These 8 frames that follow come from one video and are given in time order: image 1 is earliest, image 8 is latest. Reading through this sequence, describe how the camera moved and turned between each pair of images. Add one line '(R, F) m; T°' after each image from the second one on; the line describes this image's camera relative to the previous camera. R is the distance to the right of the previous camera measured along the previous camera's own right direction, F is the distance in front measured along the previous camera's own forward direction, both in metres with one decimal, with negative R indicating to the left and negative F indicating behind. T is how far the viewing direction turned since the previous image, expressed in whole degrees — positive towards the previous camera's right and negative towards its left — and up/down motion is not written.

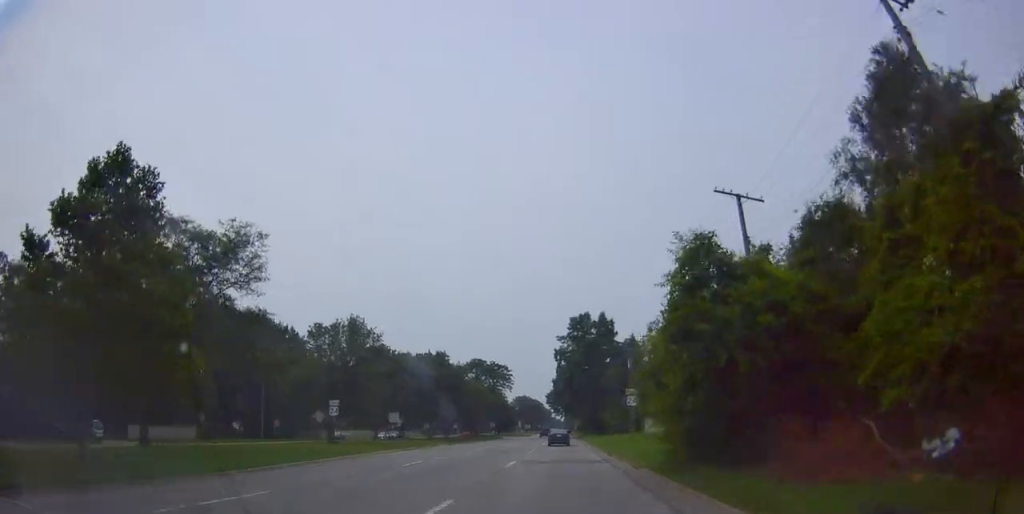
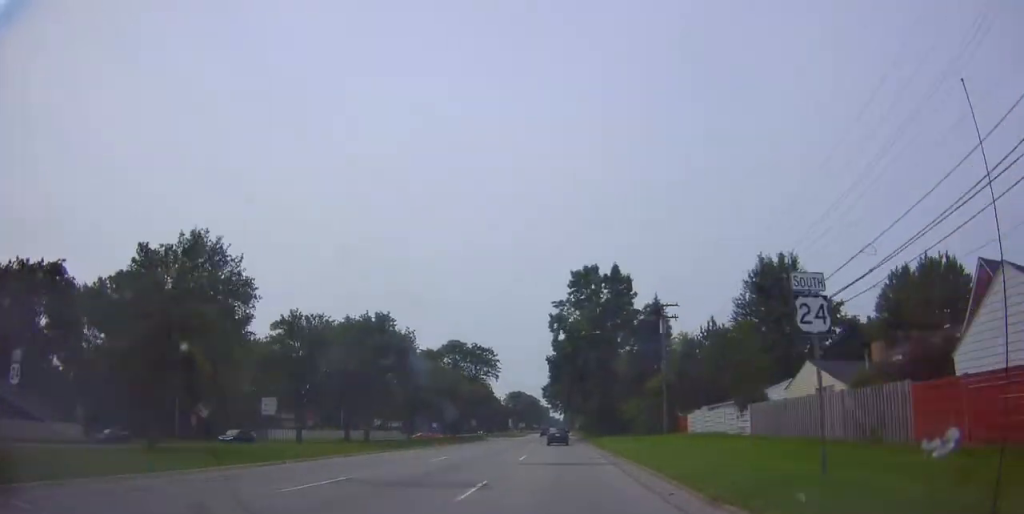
(+0.1, +24.1) m; -1°
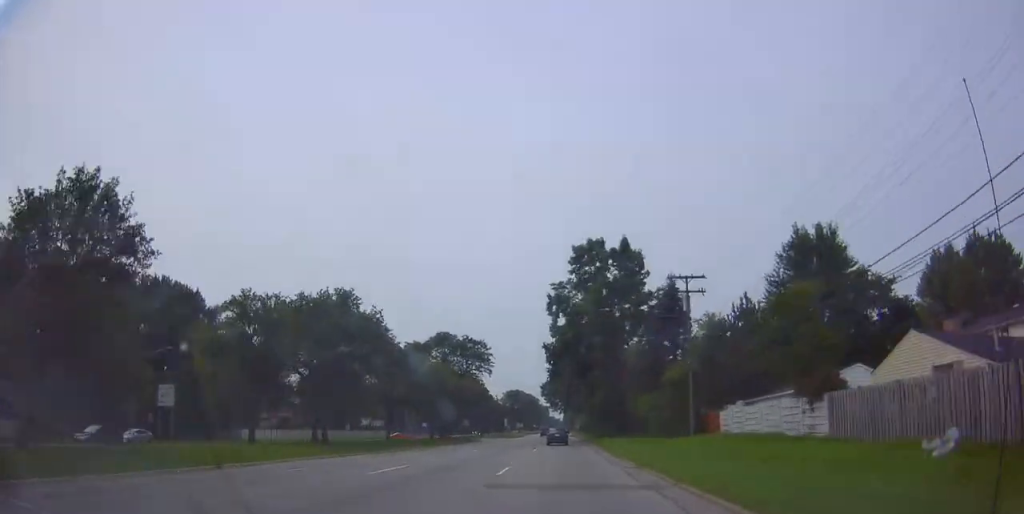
(-0.1, +9.3) m; 0°
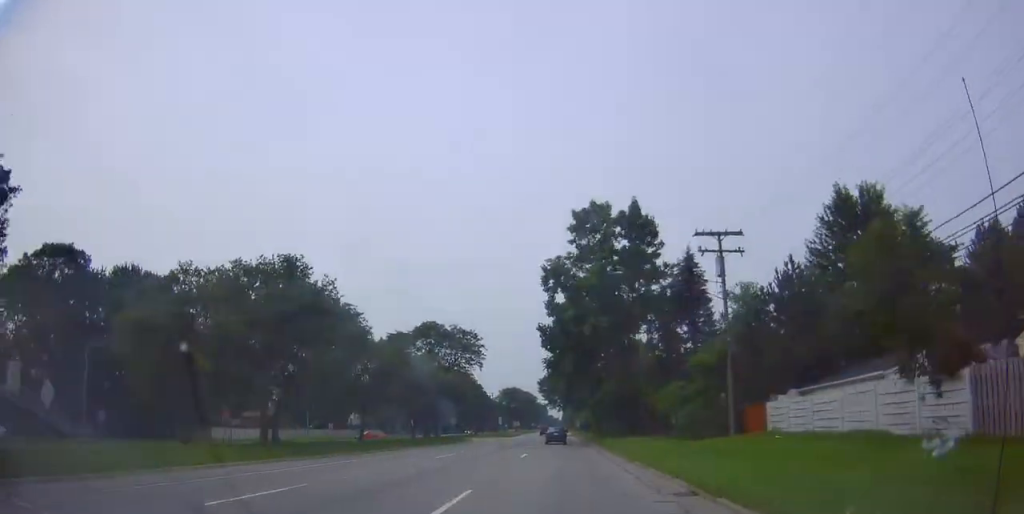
(-0.4, +8.7) m; 0°
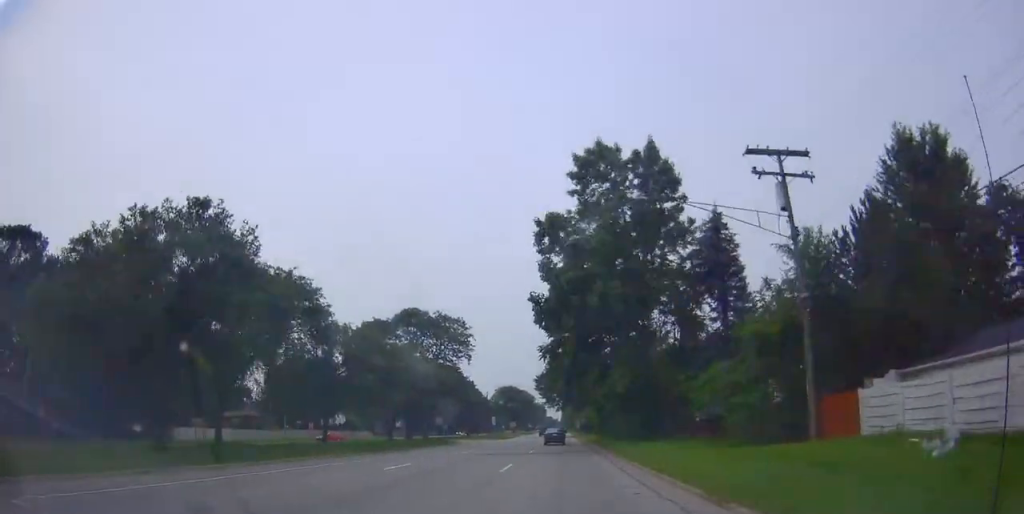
(0.0, +9.3) m; 0°
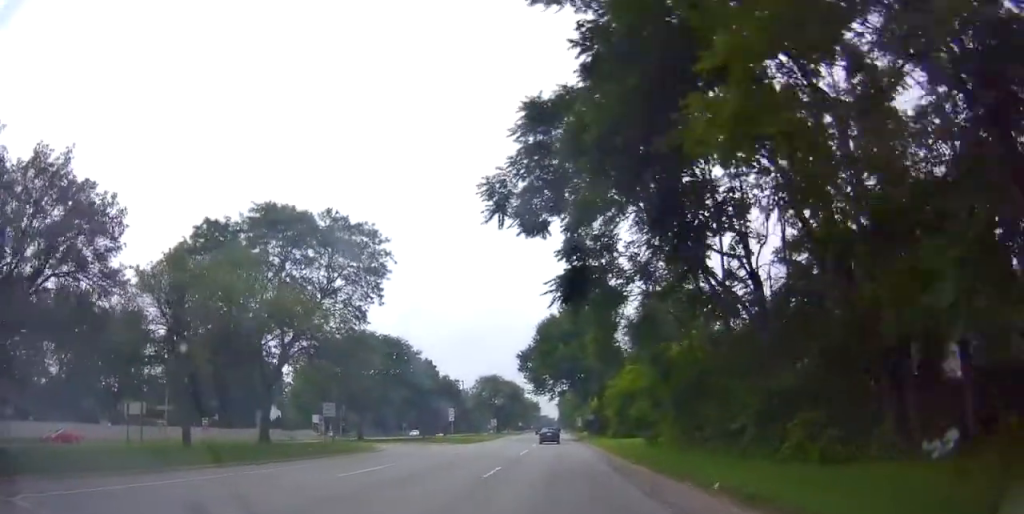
(-0.1, +34.5) m; 0°
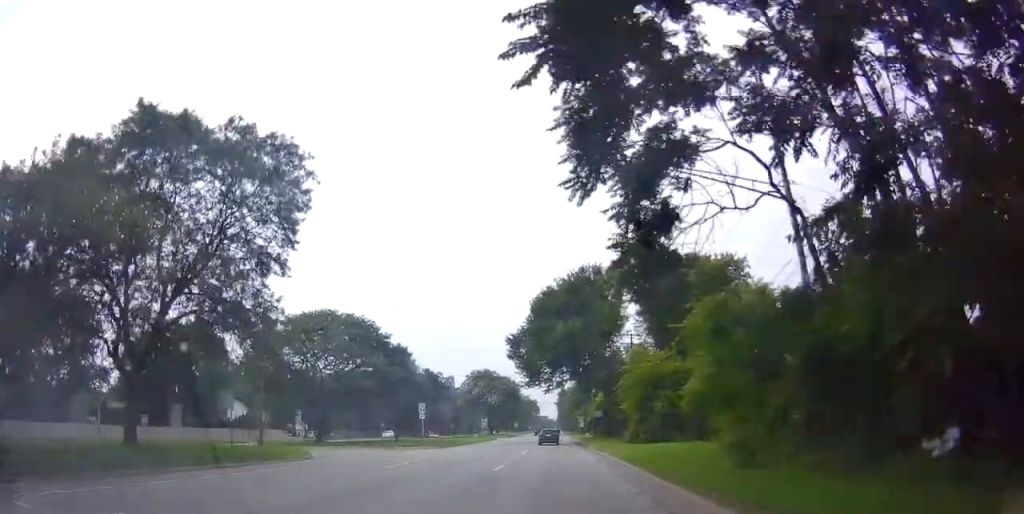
(+0.5, +13.5) m; +2°
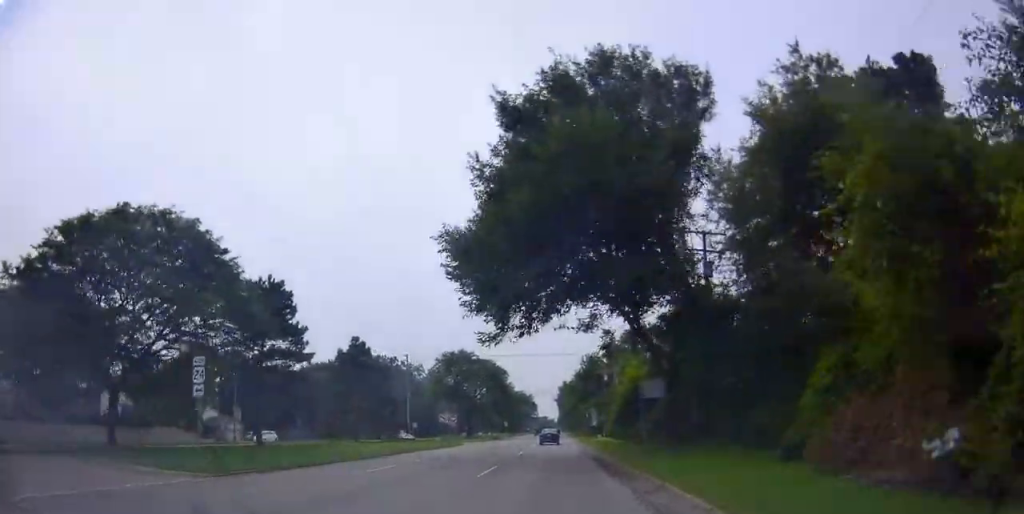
(0.0, +32.8) m; -2°
